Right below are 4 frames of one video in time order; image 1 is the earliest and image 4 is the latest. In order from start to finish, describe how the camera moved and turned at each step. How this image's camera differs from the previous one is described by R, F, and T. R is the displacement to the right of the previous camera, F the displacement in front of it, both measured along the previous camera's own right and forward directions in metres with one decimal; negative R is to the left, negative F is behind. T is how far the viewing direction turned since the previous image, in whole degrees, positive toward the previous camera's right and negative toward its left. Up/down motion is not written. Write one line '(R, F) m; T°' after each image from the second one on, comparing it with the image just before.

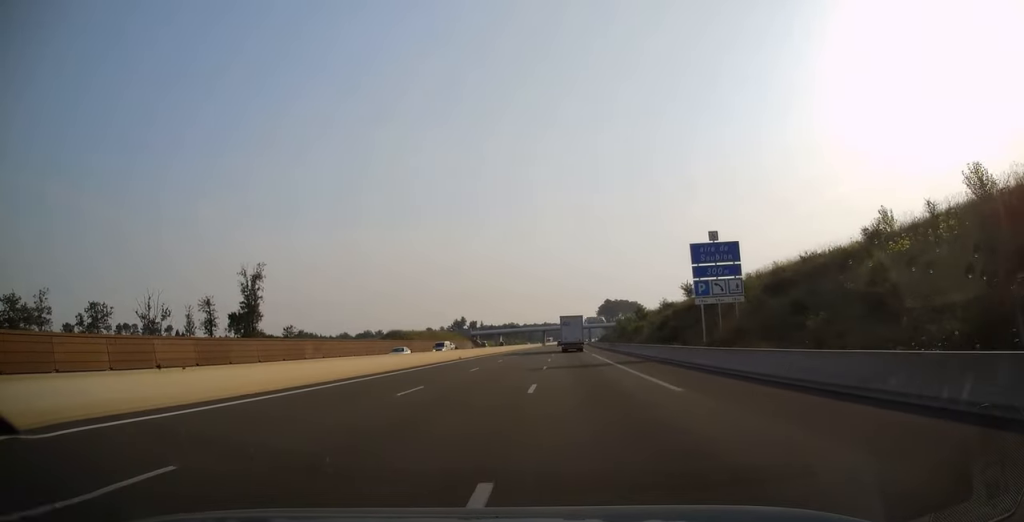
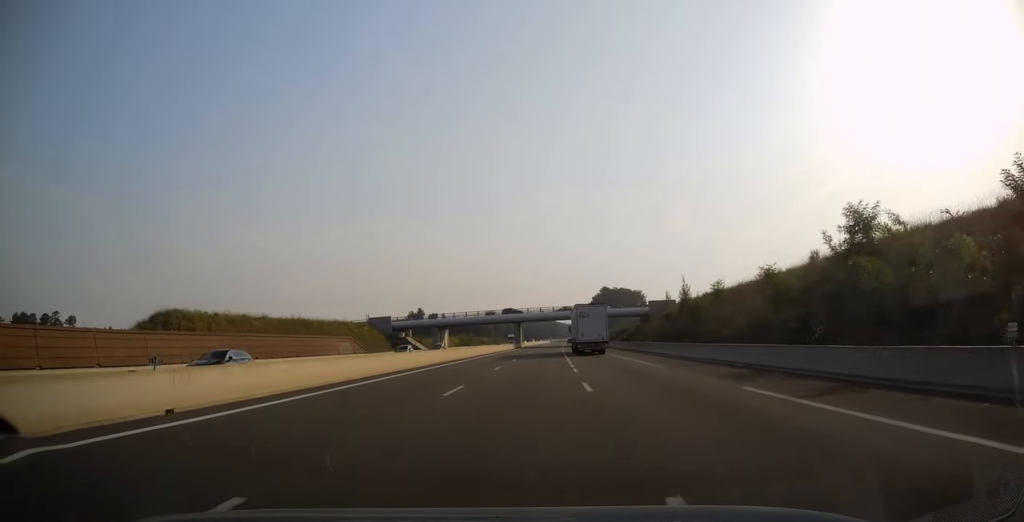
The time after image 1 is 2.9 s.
(+0.3, +92.3) m; +1°
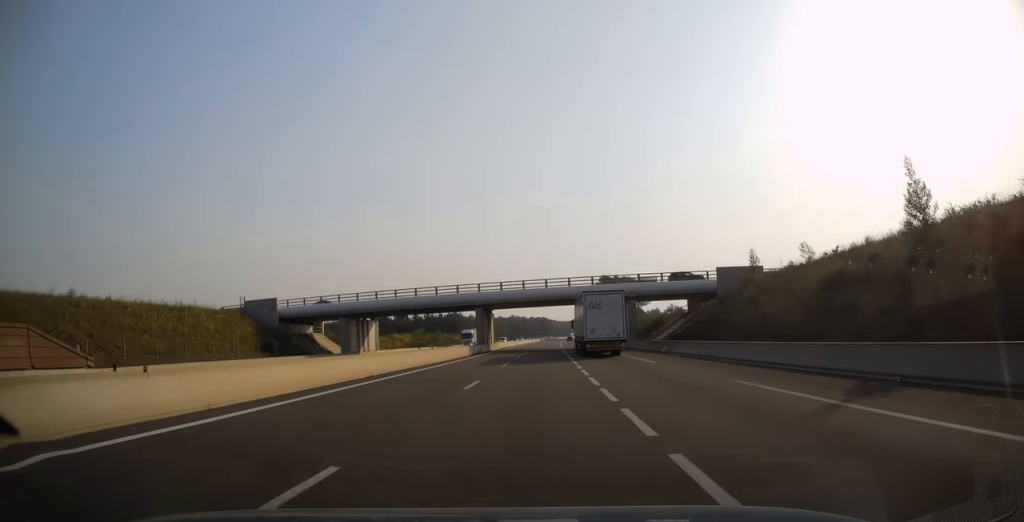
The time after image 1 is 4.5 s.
(+0.4, +50.5) m; +1°
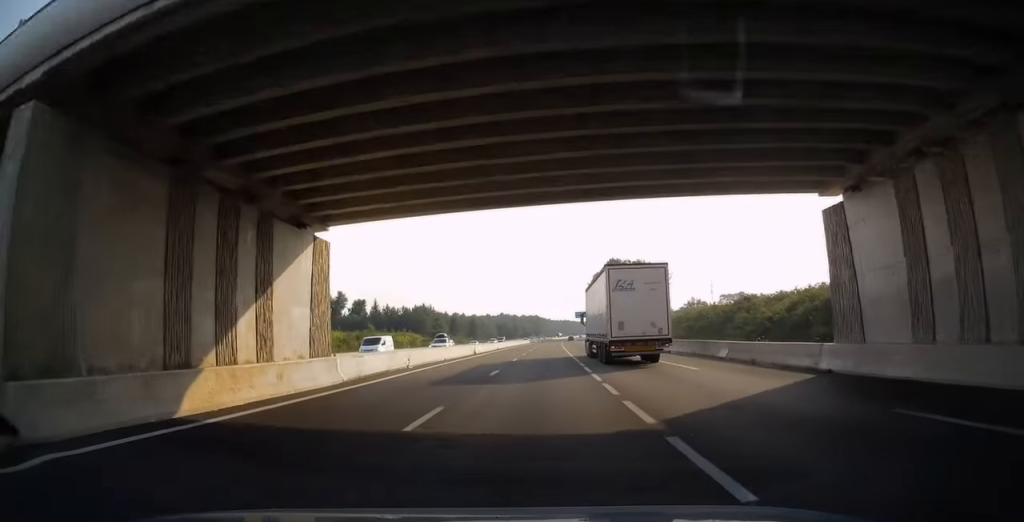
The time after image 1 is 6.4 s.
(+0.5, +59.4) m; +1°
